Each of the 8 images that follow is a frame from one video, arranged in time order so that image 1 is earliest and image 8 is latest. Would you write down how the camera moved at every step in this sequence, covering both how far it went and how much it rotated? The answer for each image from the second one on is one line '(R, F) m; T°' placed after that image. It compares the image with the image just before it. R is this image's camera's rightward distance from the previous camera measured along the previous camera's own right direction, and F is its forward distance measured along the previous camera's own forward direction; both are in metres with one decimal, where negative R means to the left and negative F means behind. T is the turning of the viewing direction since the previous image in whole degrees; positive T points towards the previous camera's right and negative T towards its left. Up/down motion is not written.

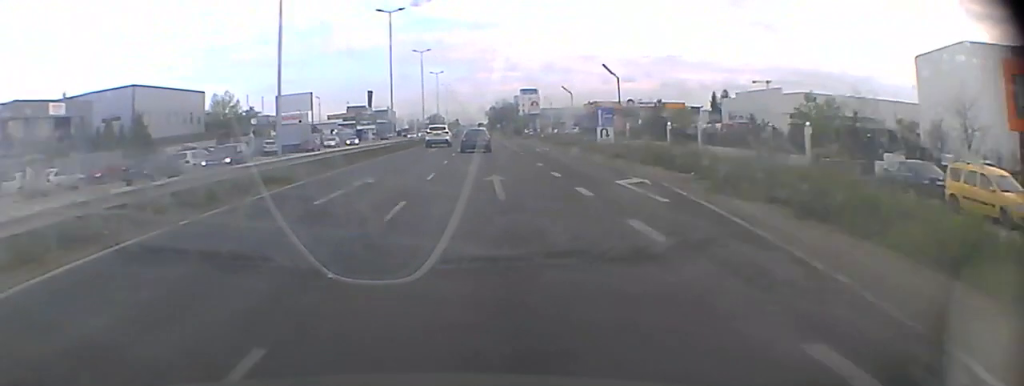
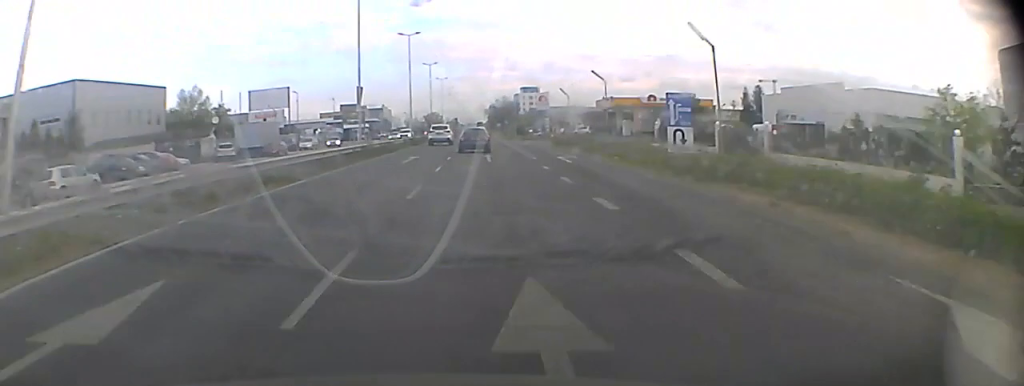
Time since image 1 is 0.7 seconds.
(0.0, +14.2) m; 0°
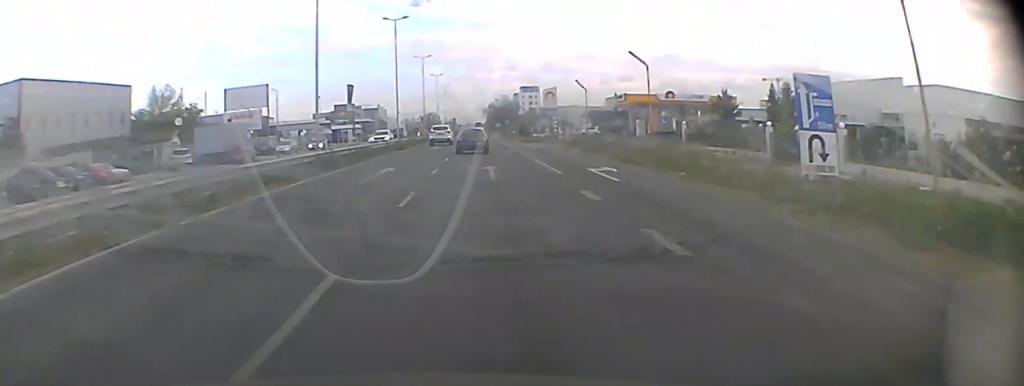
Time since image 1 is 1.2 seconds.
(0.0, +10.1) m; 0°
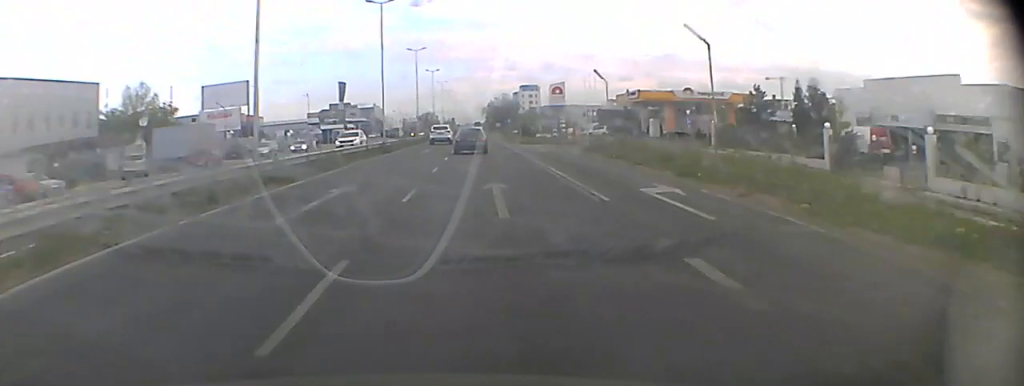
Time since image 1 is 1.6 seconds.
(0.0, +8.1) m; 0°
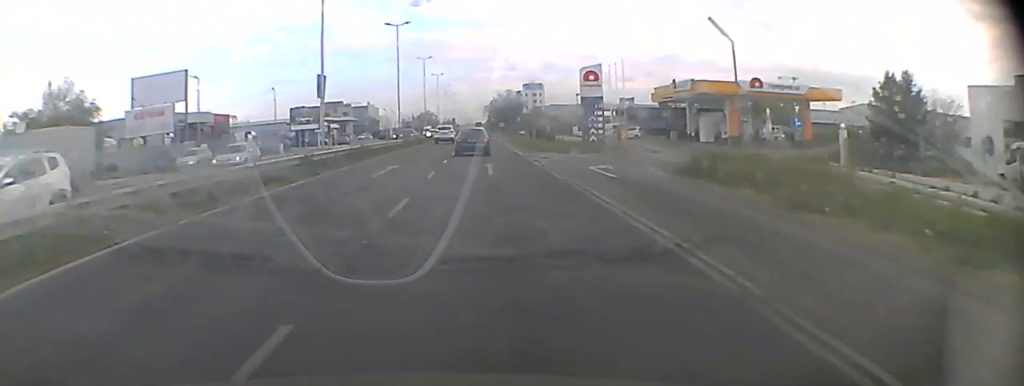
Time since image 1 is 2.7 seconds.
(0.0, +22.1) m; 0°
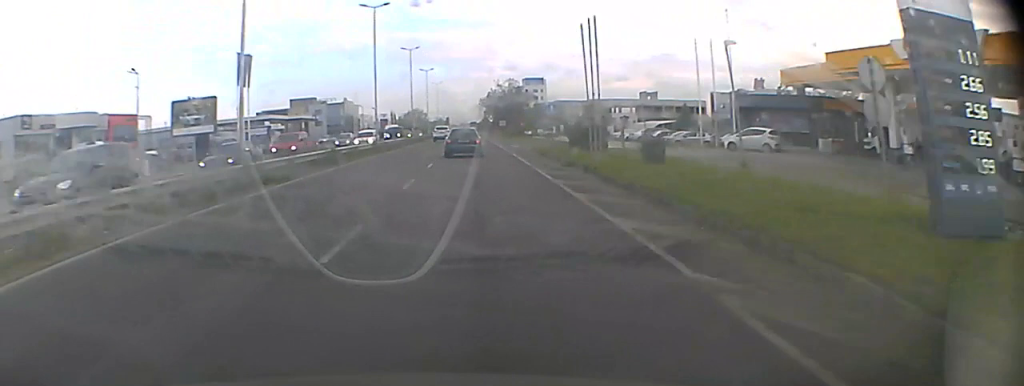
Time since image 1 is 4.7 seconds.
(0.0, +39.5) m; 0°
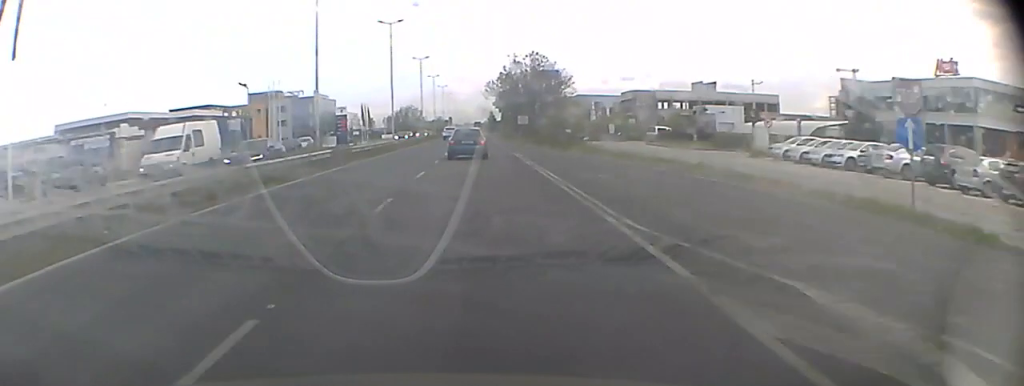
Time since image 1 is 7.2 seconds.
(0.0, +49.7) m; 0°
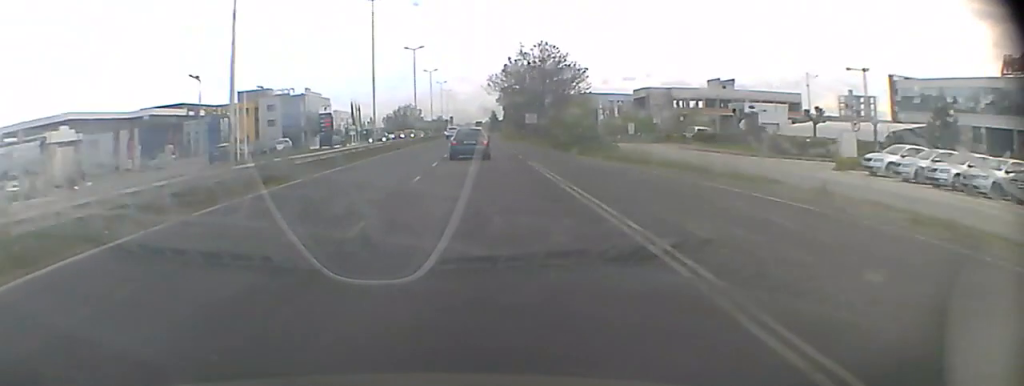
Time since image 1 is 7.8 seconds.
(0.0, +11.2) m; 0°
